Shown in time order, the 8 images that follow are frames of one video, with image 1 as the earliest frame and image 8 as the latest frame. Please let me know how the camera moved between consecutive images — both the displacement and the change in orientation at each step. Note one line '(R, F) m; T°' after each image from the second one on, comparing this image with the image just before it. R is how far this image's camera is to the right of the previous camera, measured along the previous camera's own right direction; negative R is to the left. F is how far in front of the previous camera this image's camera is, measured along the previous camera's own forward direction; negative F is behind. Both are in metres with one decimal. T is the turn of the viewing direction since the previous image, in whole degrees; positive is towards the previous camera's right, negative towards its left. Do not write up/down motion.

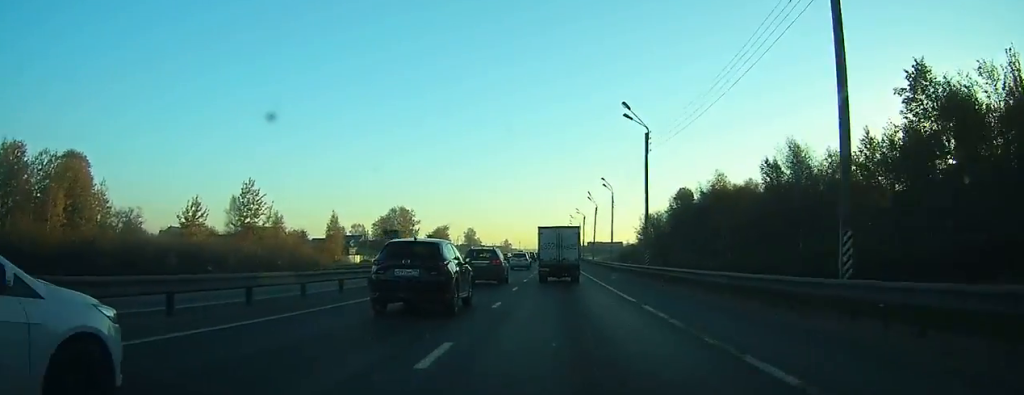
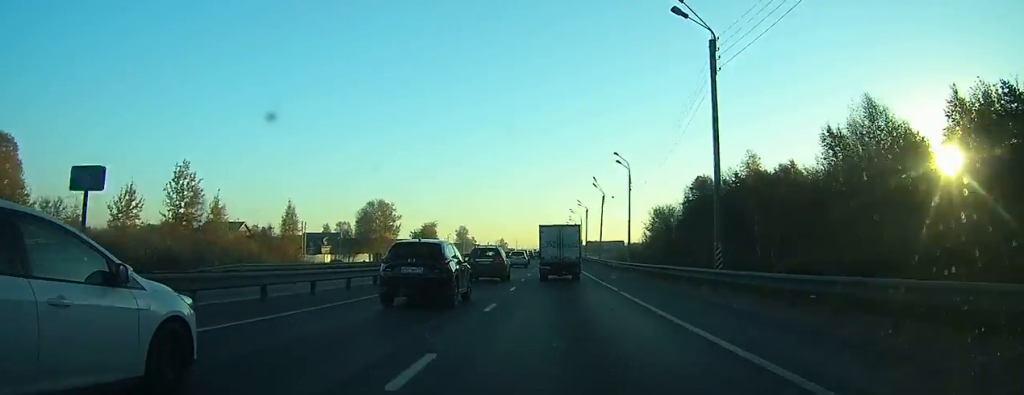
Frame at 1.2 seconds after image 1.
(+0.1, +16.7) m; 0°
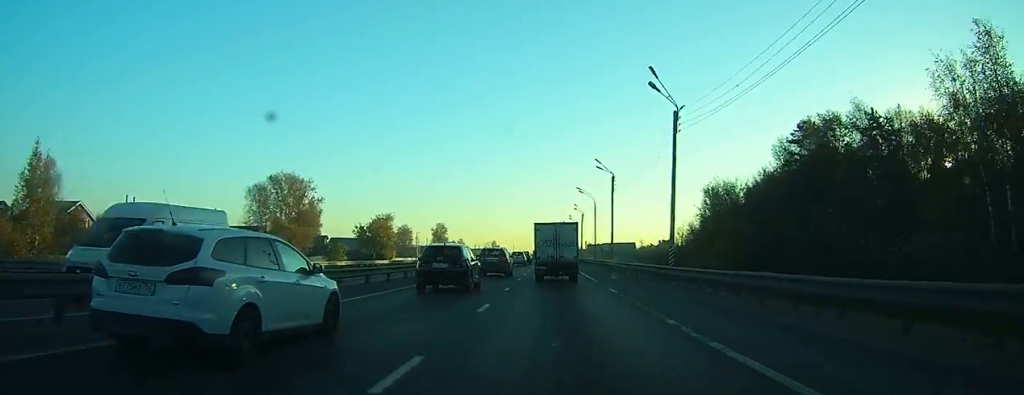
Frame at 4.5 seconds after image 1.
(-0.3, +50.7) m; -1°
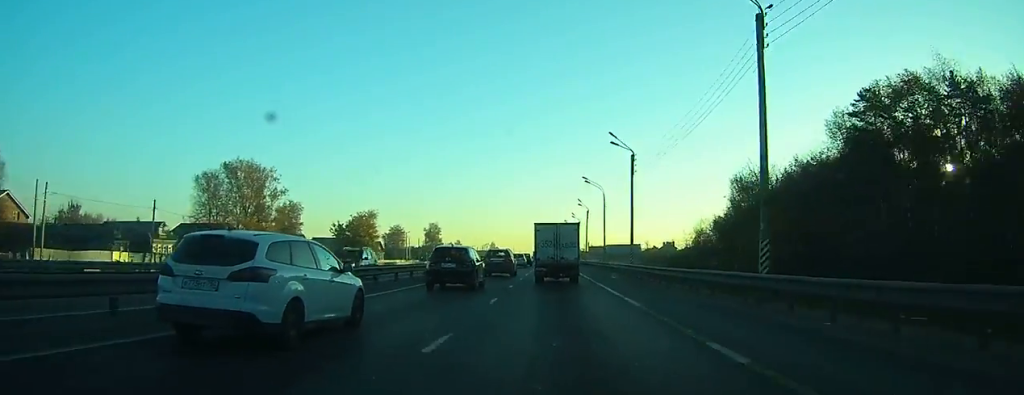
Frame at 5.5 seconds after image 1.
(0.0, +14.4) m; 0°
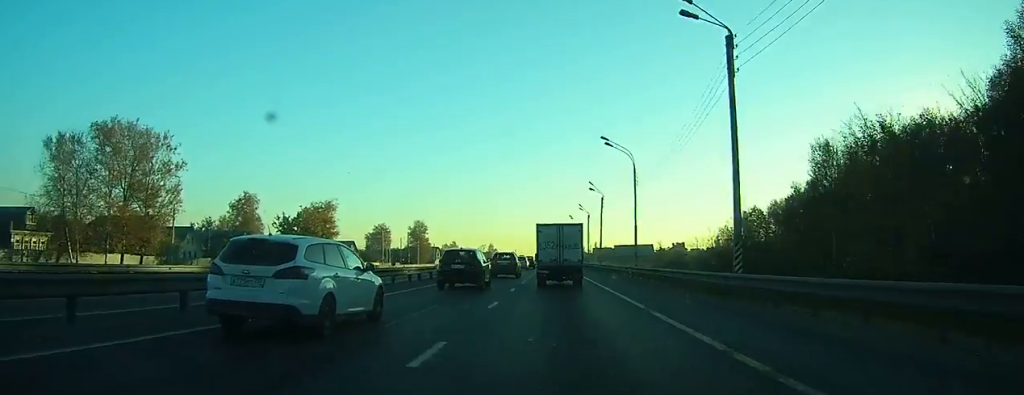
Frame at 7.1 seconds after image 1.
(-0.1, +25.2) m; 0°
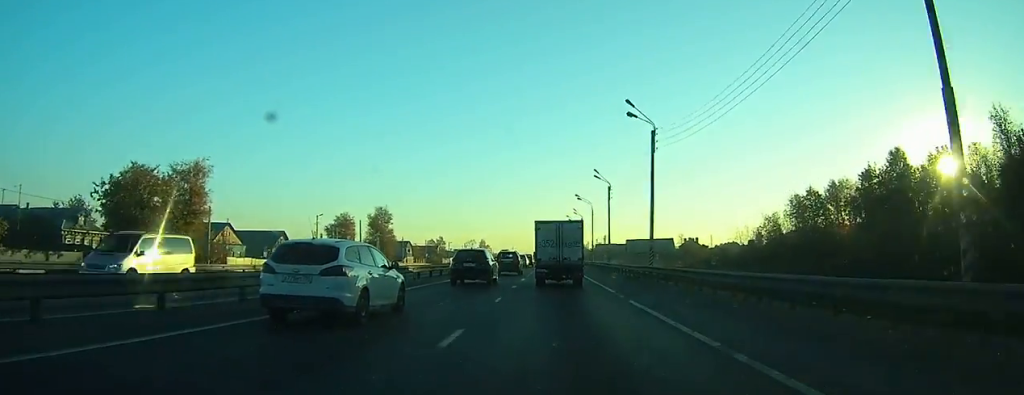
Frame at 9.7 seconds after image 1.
(+0.1, +37.4) m; +1°
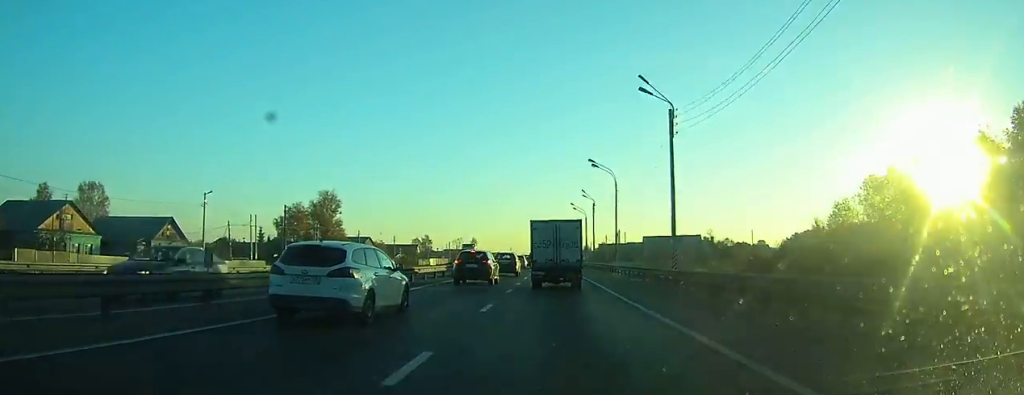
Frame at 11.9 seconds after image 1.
(+0.3, +32.9) m; +1°
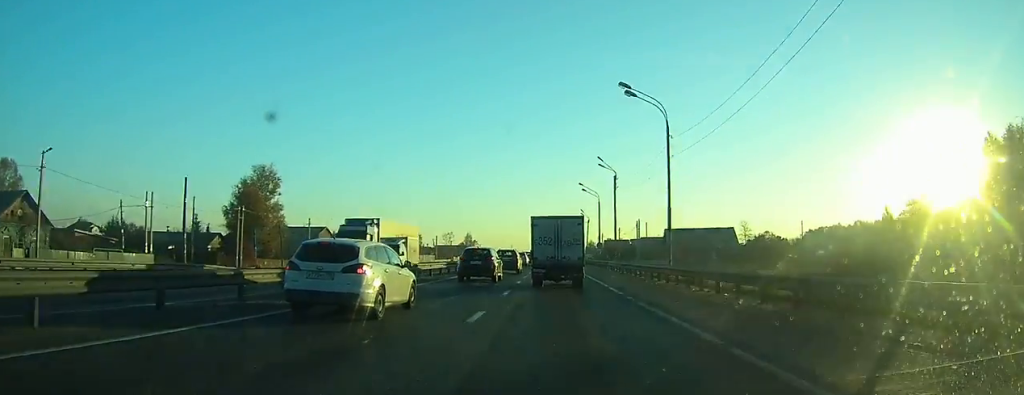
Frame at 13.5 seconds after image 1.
(0.0, +26.6) m; 0°
